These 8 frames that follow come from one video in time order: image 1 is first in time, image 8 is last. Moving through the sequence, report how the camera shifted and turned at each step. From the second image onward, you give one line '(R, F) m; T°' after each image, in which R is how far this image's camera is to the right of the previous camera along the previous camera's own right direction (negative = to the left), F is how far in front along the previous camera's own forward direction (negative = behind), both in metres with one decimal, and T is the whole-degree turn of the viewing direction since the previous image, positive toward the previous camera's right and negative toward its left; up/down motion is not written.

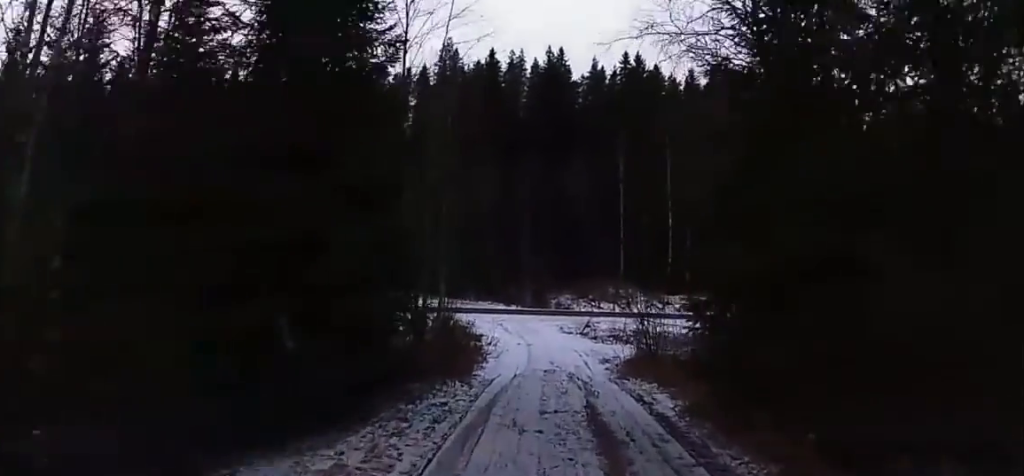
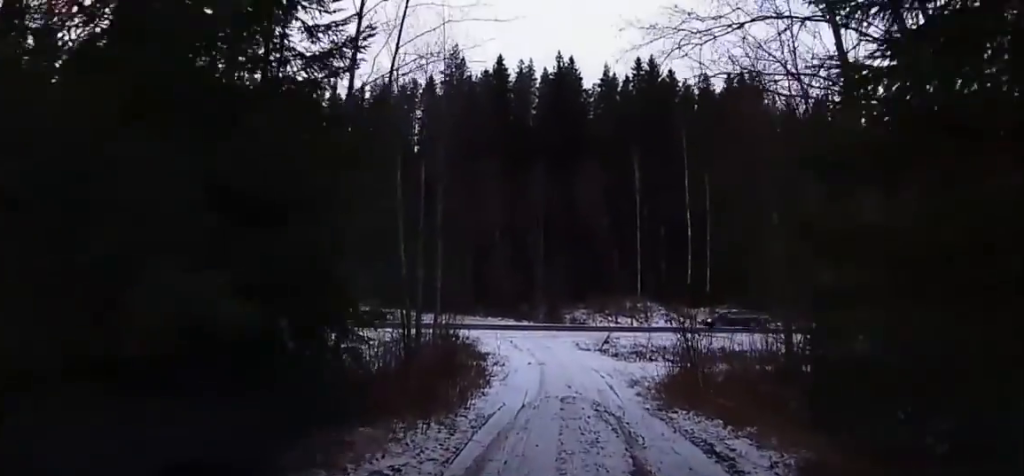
(+0.2, +4.5) m; -1°
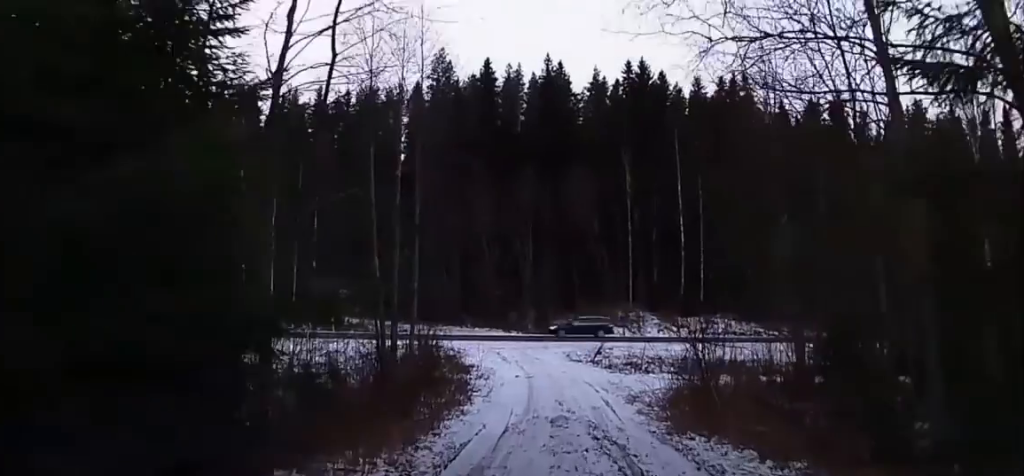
(-0.2, +2.3) m; -3°
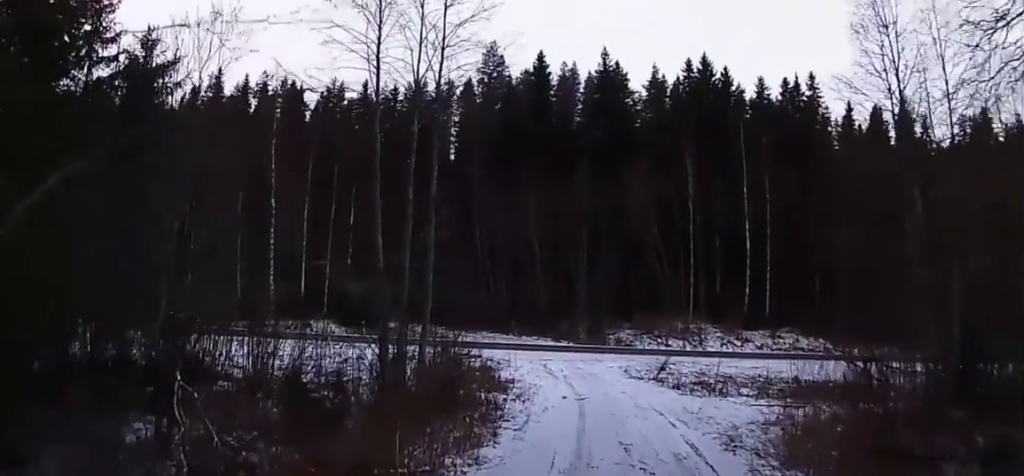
(-0.2, +6.0) m; -2°
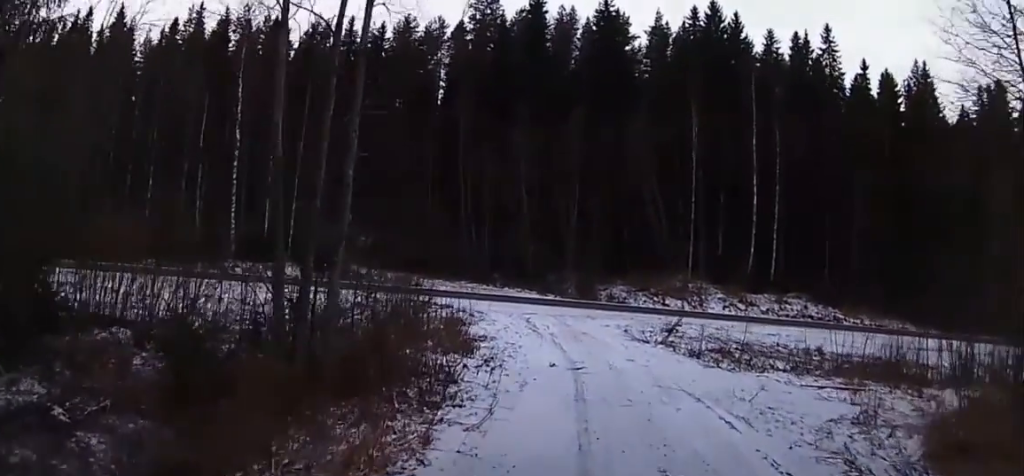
(+0.5, +5.6) m; +7°
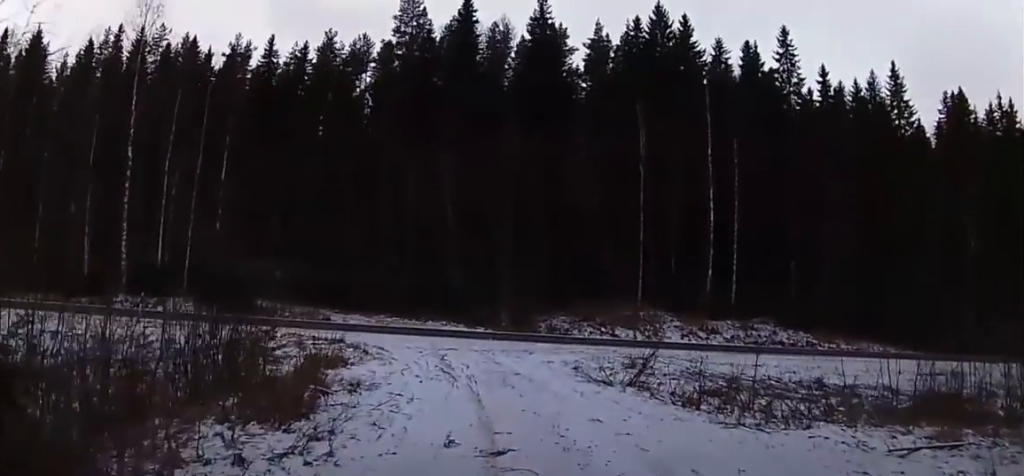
(-0.1, +7.3) m; 0°
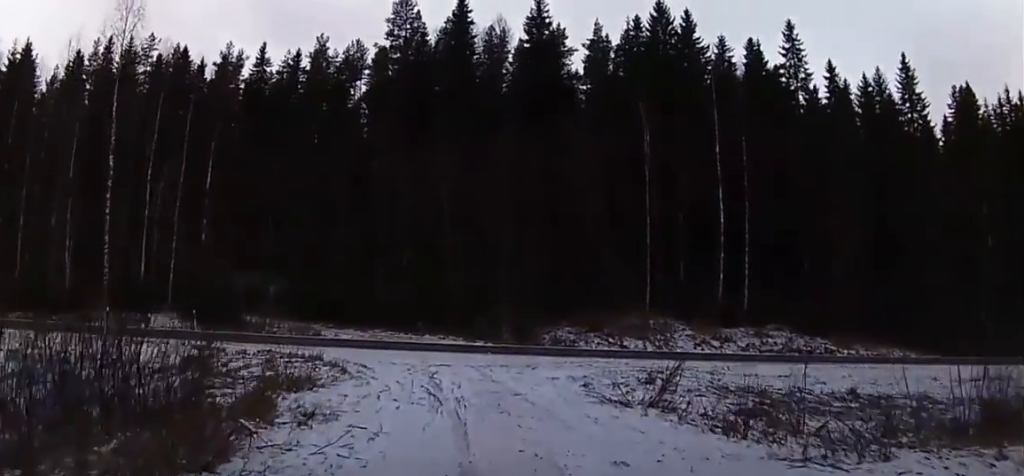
(+0.3, +2.6) m; 0°
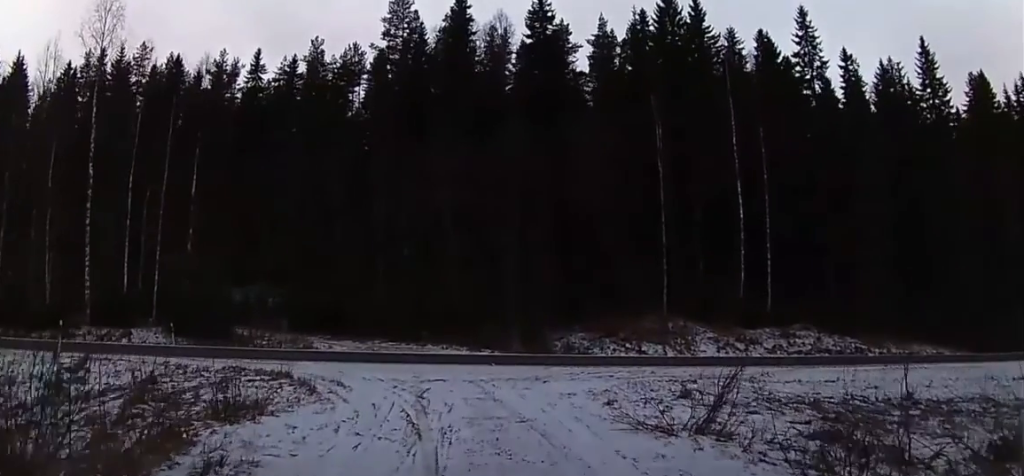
(-0.2, +3.2) m; 0°
